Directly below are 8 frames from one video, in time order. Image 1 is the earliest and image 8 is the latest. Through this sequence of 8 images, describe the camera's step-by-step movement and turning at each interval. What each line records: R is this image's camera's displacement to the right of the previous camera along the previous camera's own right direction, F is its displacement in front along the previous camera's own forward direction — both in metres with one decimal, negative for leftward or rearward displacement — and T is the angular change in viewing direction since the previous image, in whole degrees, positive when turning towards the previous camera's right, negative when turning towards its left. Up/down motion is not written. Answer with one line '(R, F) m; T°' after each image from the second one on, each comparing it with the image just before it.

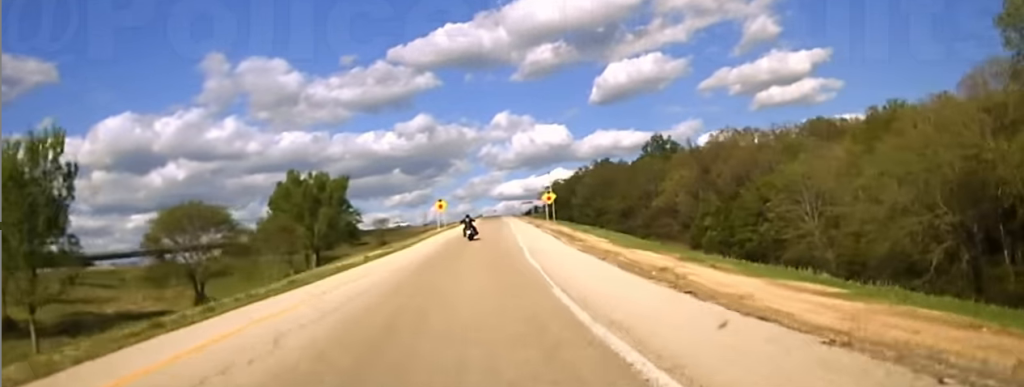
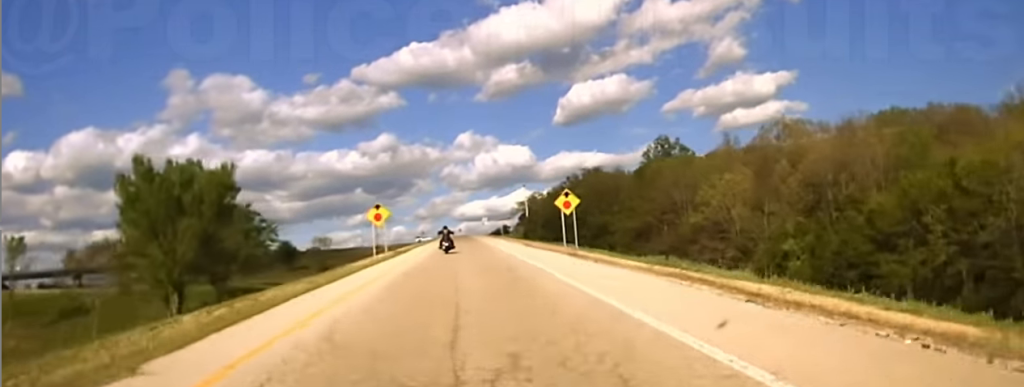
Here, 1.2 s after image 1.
(+0.9, +43.2) m; +2°
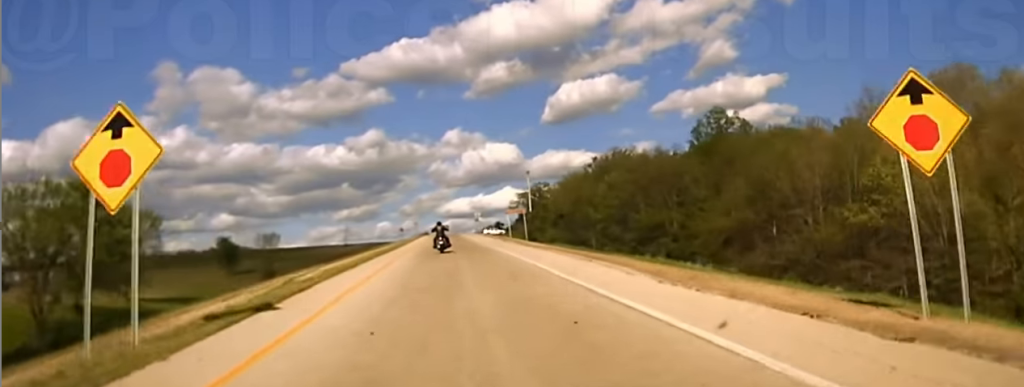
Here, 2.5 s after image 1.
(+0.9, +42.0) m; +1°
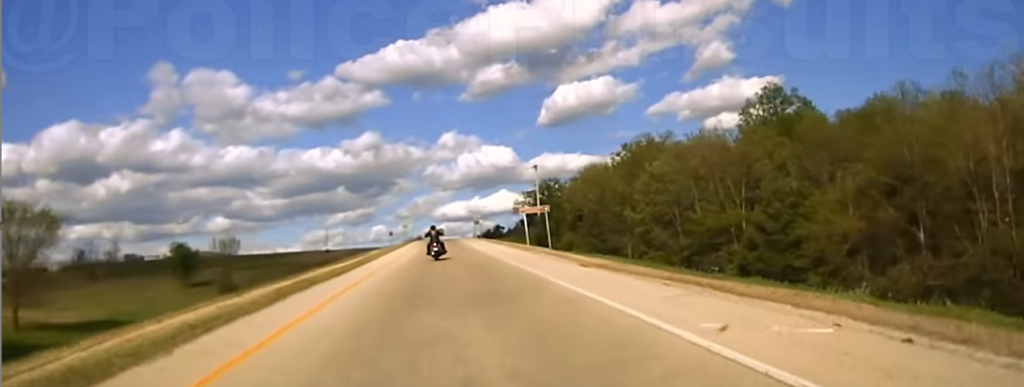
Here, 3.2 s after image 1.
(+0.2, +23.2) m; 0°
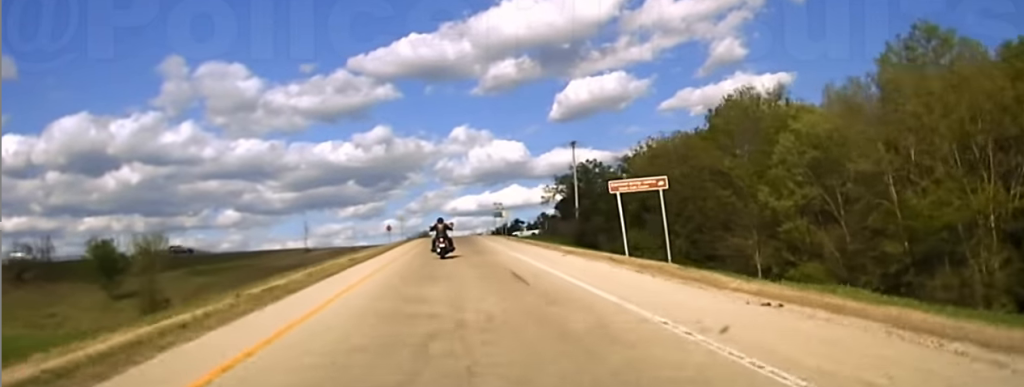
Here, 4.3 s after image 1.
(-0.6, +31.9) m; -1°
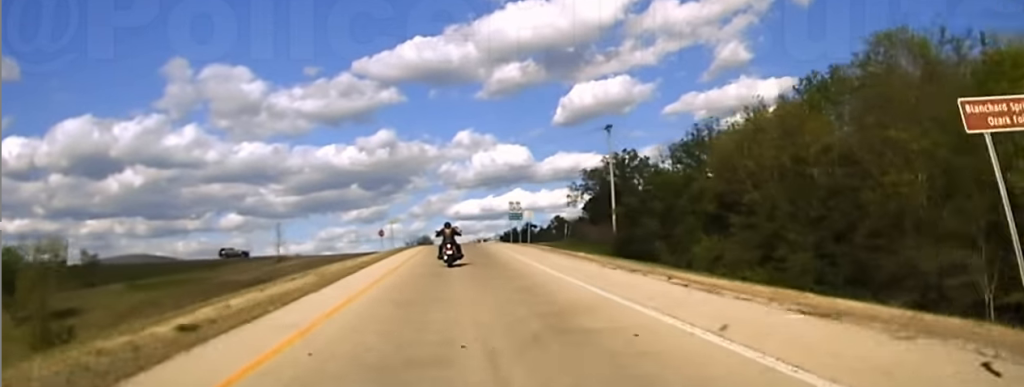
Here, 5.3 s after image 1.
(0.0, +24.9) m; 0°
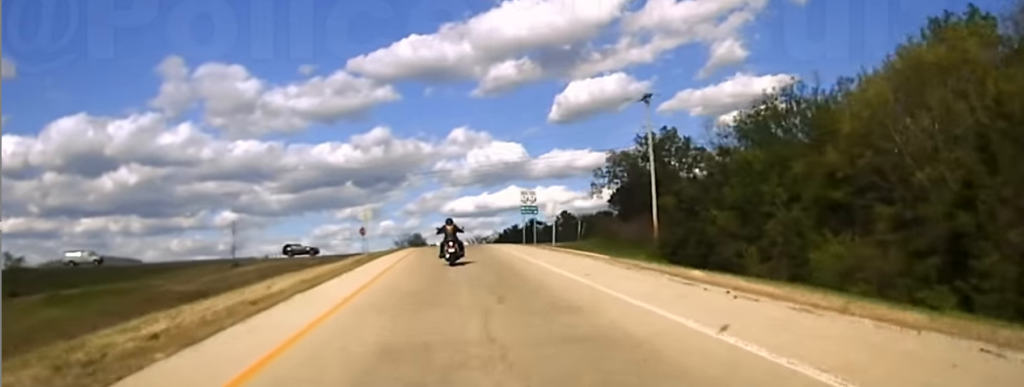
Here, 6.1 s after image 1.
(0.0, +21.1) m; +1°
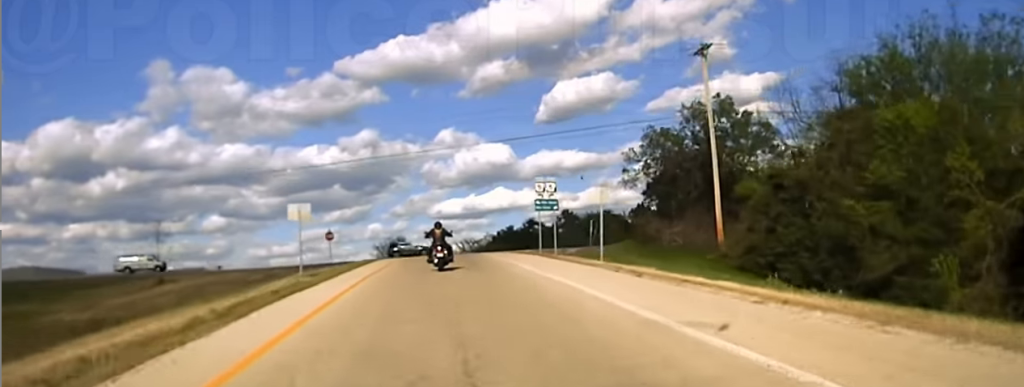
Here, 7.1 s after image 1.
(+0.6, +21.4) m; +1°
